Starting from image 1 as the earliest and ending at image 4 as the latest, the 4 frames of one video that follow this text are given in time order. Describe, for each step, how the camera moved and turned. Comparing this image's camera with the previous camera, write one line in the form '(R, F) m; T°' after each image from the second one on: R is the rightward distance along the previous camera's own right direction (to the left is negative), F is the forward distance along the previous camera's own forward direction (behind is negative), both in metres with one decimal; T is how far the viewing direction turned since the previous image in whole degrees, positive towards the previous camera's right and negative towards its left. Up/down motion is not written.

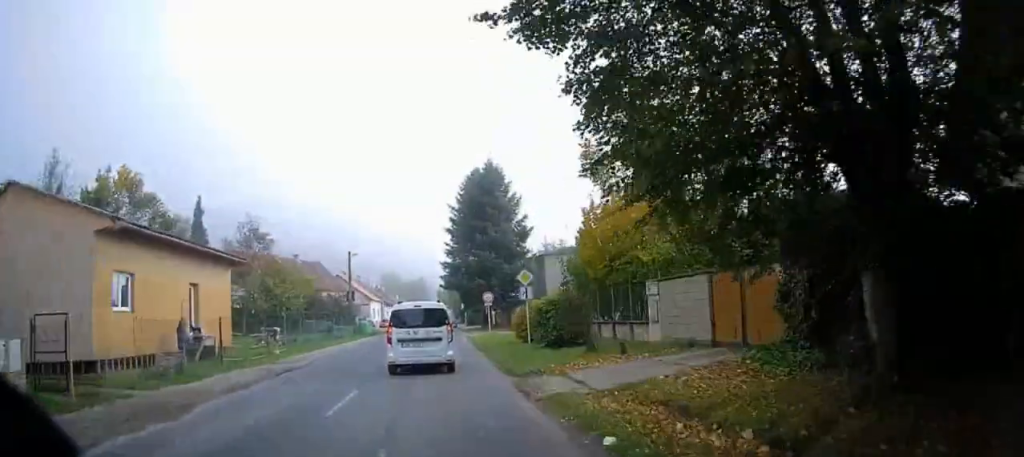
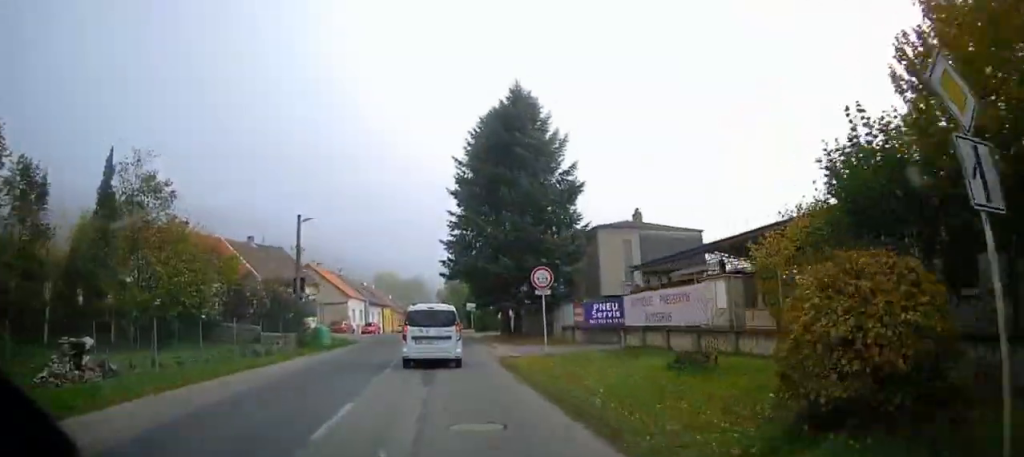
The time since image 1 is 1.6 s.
(+0.1, +19.5) m; 0°
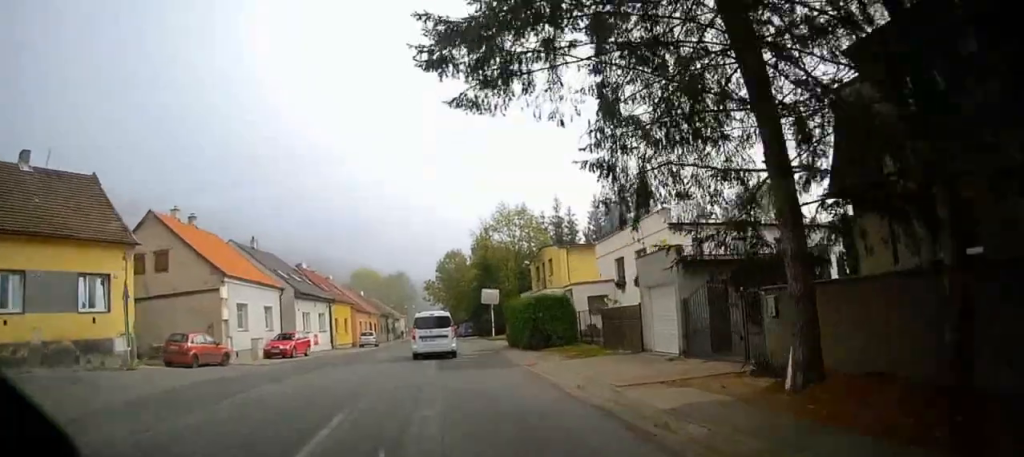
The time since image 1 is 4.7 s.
(+0.2, +36.9) m; 0°
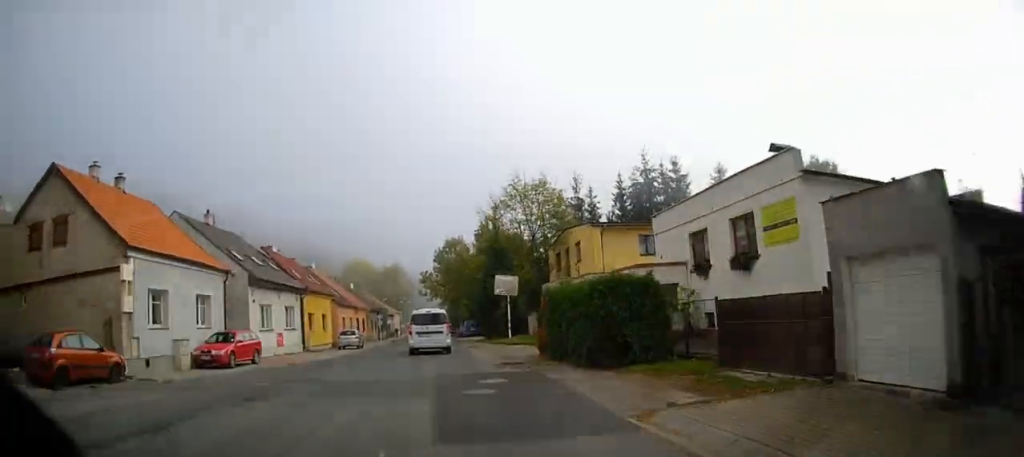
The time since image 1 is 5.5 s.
(0.0, +9.9) m; 0°
